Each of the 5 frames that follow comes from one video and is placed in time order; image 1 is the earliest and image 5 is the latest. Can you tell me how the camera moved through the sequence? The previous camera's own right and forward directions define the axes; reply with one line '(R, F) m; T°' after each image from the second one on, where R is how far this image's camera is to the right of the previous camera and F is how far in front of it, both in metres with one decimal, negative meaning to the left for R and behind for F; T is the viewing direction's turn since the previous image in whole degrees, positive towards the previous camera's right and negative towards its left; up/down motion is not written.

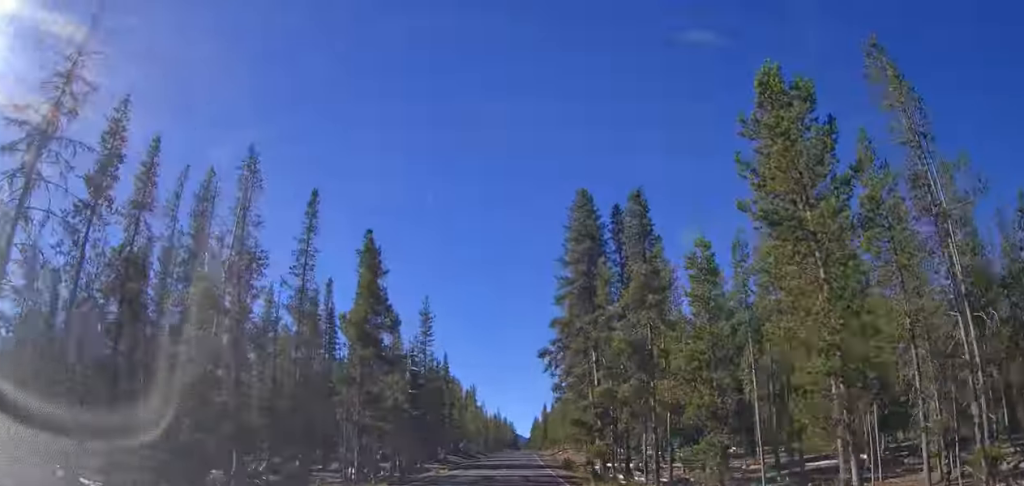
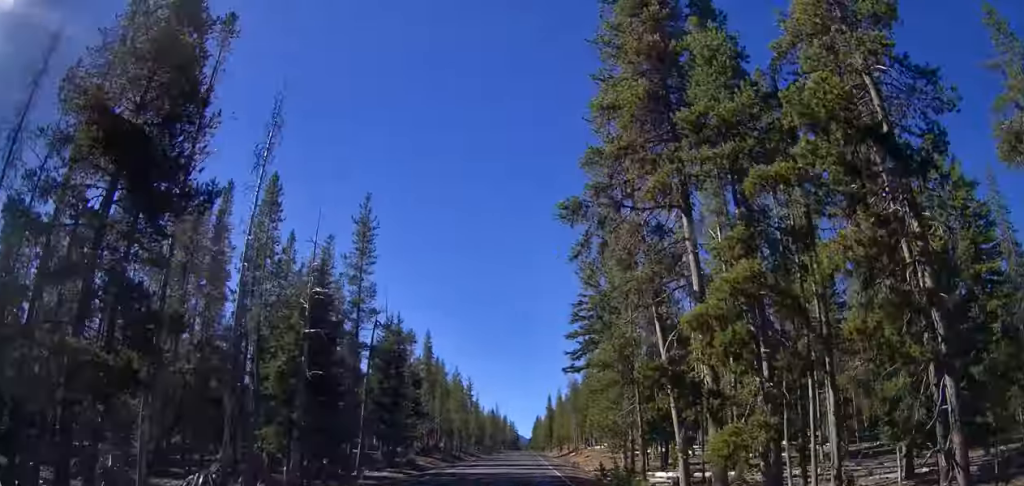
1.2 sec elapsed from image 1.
(-0.3, +24.3) m; -1°
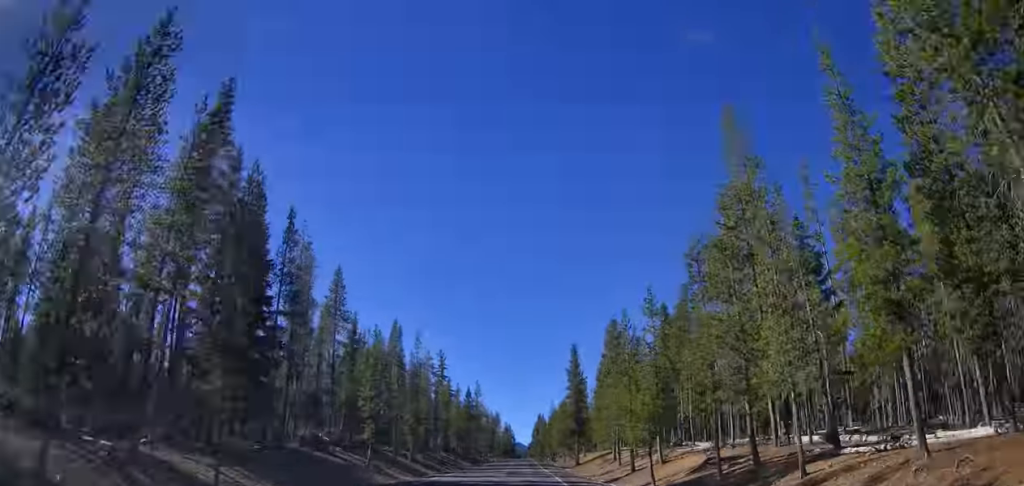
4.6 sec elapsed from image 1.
(+0.5, +71.2) m; +1°
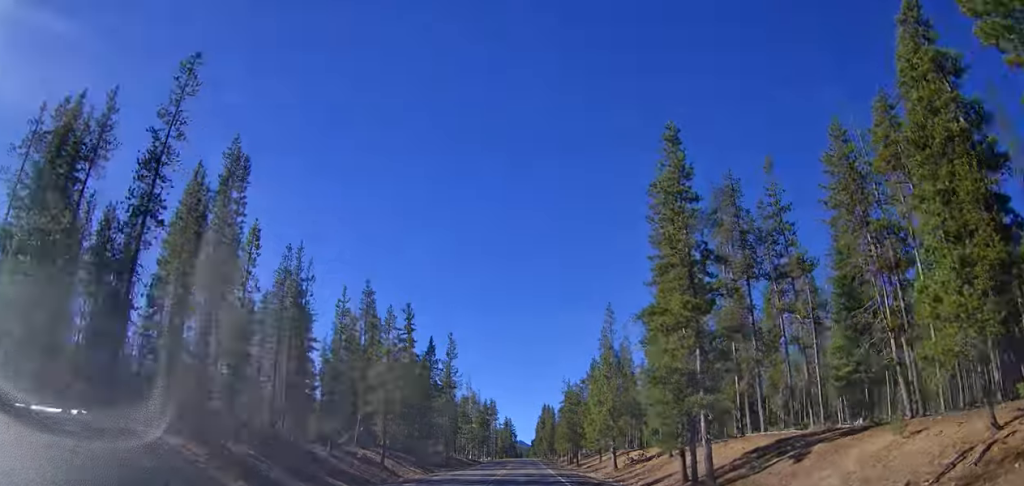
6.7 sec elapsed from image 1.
(-0.5, +43.8) m; -1°
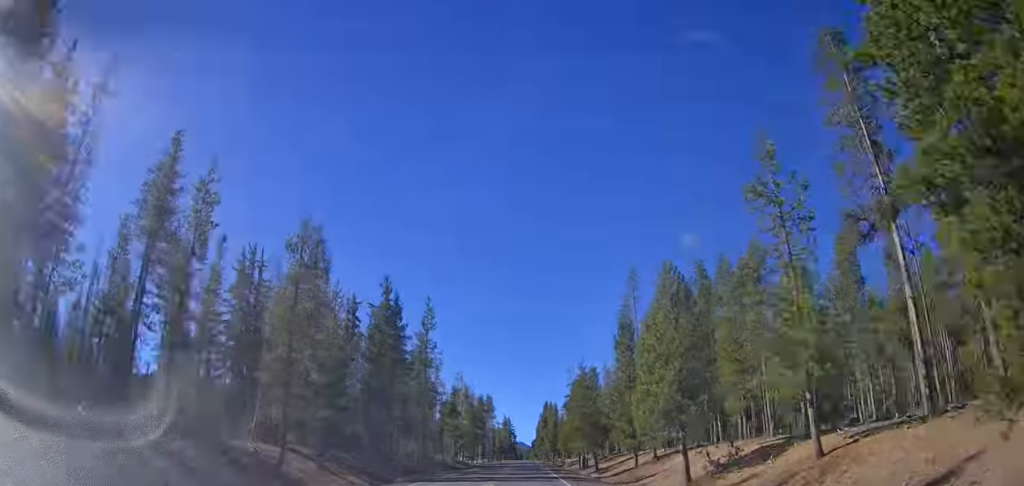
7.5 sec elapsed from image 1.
(-0.3, +16.8) m; +1°
